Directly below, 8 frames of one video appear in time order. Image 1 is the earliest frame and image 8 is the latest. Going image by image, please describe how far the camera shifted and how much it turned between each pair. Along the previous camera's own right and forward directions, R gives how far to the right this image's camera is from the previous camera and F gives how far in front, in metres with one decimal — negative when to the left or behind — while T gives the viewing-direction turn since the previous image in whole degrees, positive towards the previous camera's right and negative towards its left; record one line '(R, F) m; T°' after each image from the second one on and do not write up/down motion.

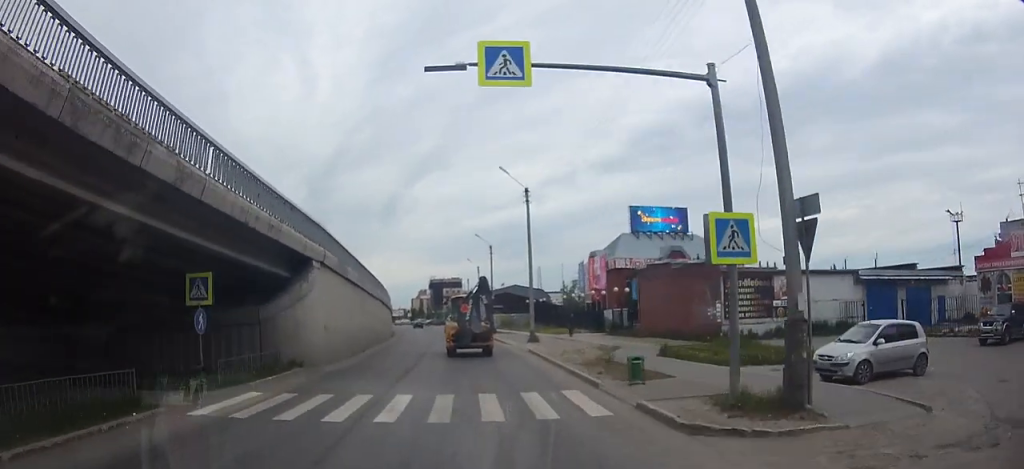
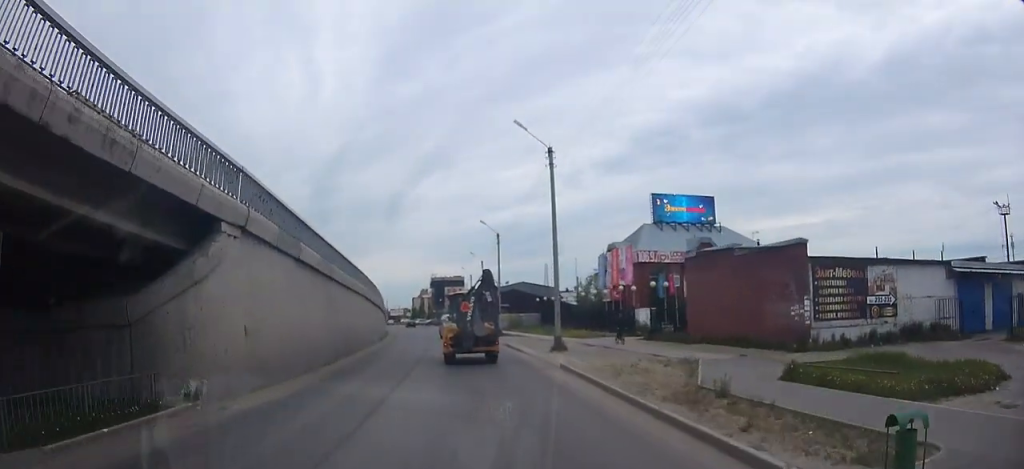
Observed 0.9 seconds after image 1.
(0.0, +11.3) m; 0°
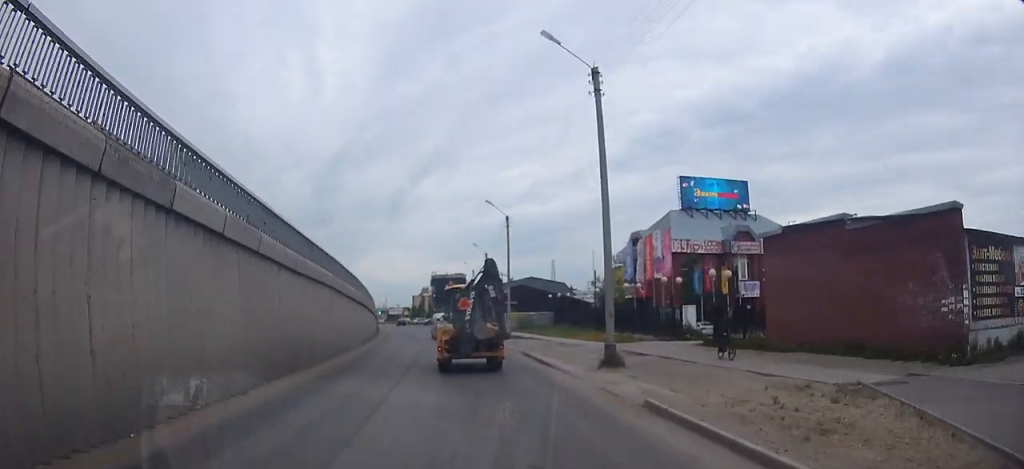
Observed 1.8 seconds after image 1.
(0.0, +11.3) m; -1°
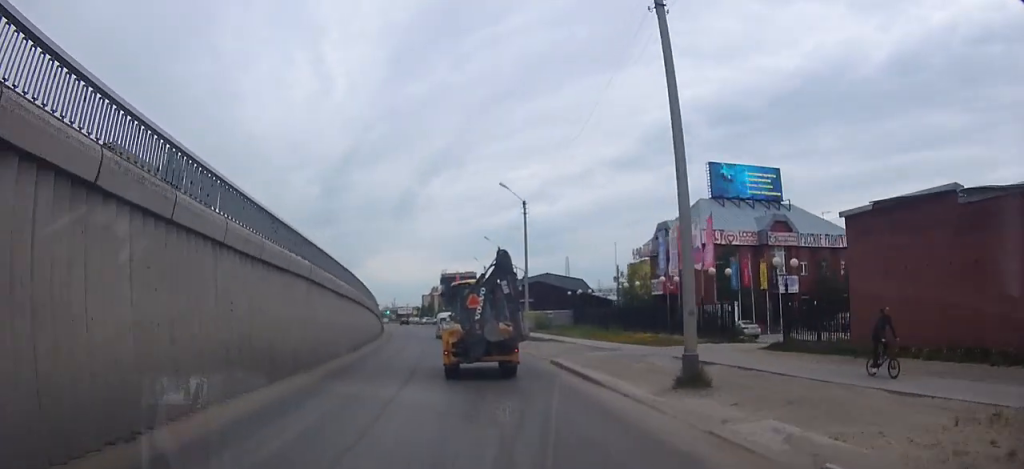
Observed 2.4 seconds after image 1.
(-0.1, +7.0) m; -2°
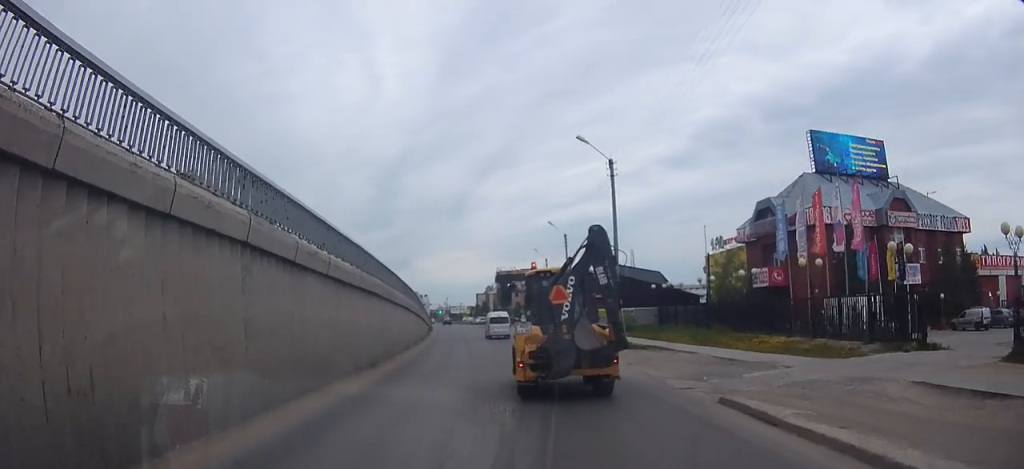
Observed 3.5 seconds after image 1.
(-0.3, +13.9) m; -2°
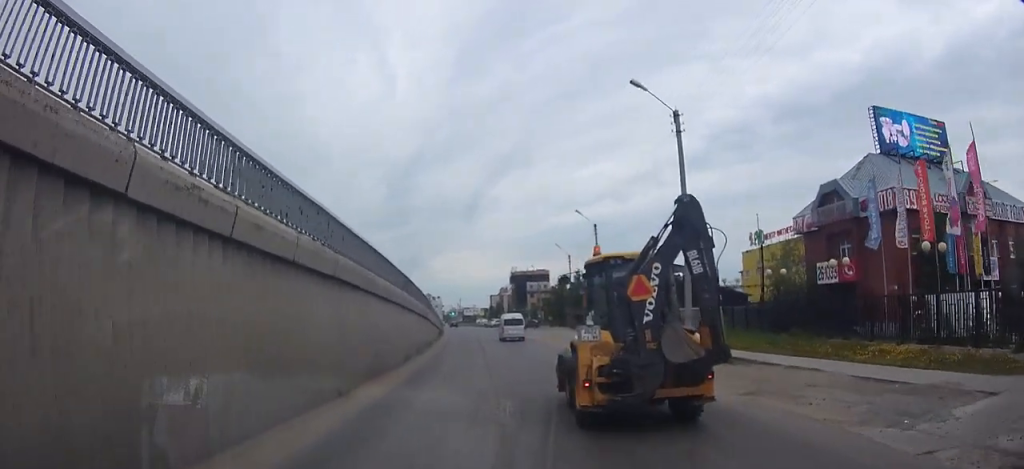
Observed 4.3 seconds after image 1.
(-0.1, +10.0) m; -1°
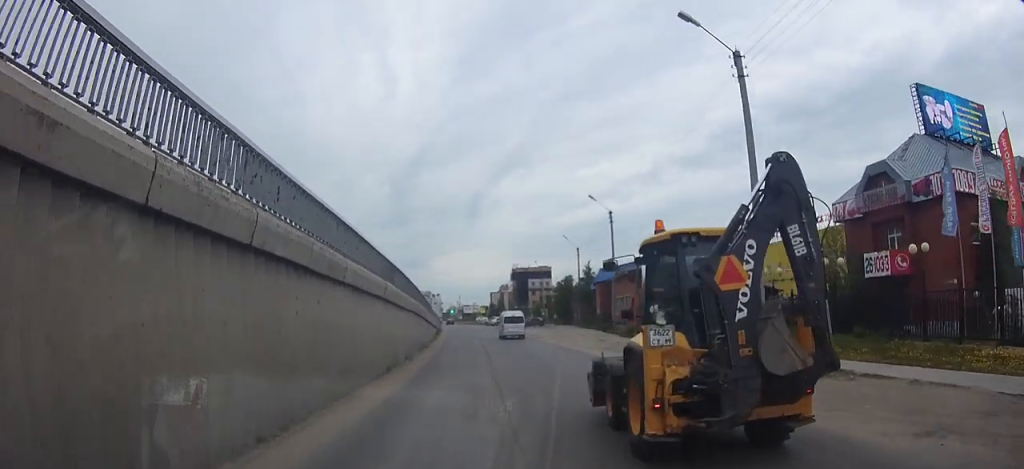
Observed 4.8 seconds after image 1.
(0.0, +6.9) m; 0°
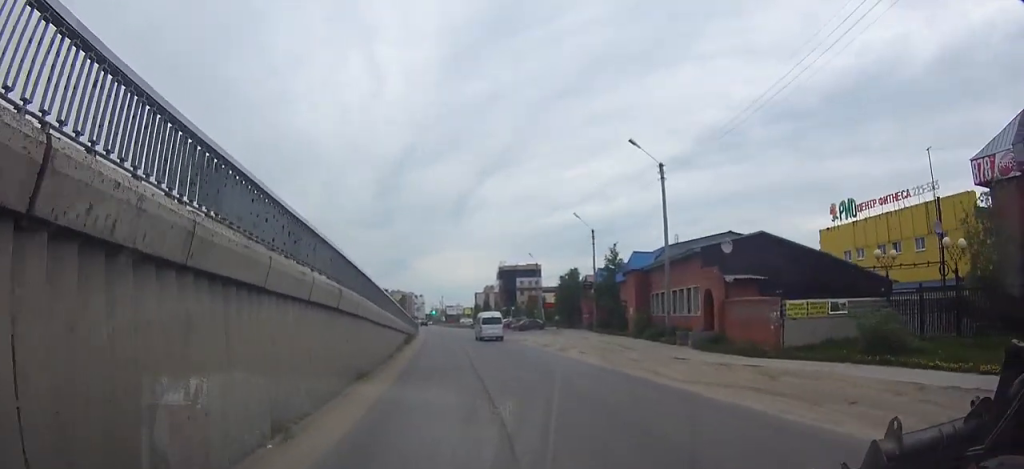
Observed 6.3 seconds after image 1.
(0.0, +17.6) m; 0°
